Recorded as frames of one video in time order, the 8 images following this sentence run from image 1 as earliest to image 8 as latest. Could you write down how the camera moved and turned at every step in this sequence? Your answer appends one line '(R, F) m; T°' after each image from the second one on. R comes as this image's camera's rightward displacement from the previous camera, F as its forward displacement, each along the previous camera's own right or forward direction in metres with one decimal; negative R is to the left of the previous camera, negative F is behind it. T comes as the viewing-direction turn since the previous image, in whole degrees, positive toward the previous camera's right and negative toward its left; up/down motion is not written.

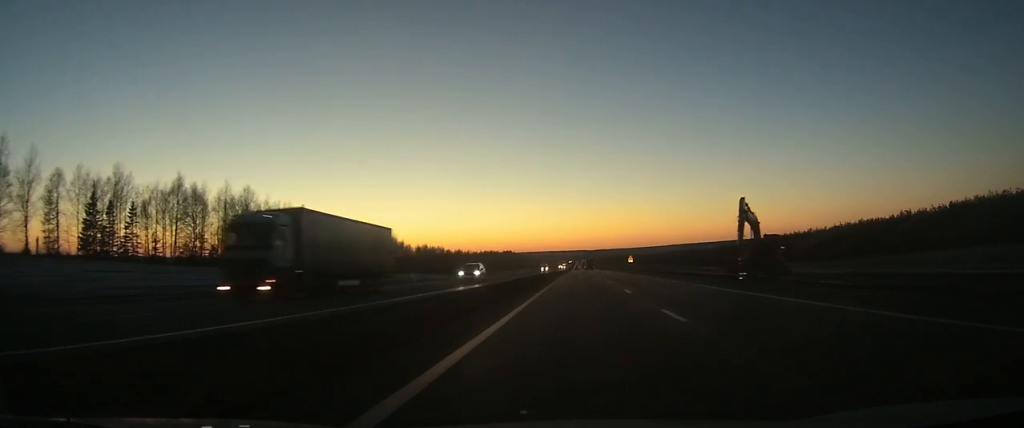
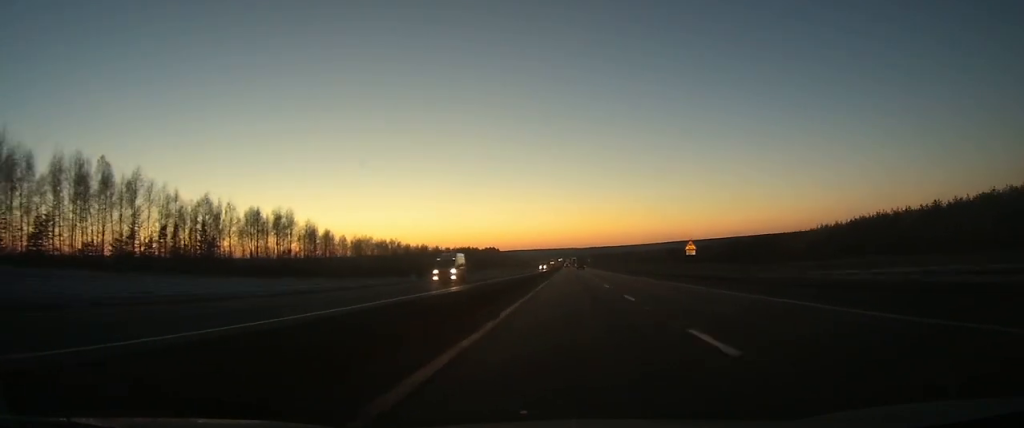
(+0.9, +75.9) m; +1°
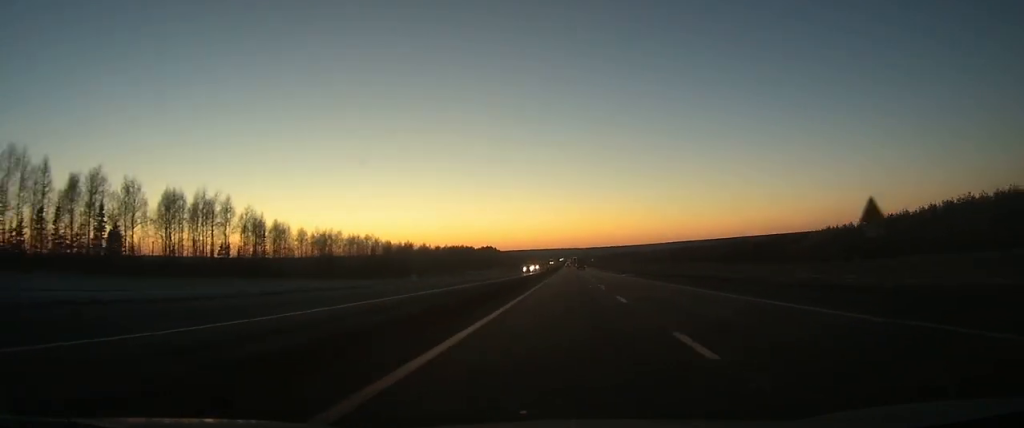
(+0.2, +35.5) m; 0°
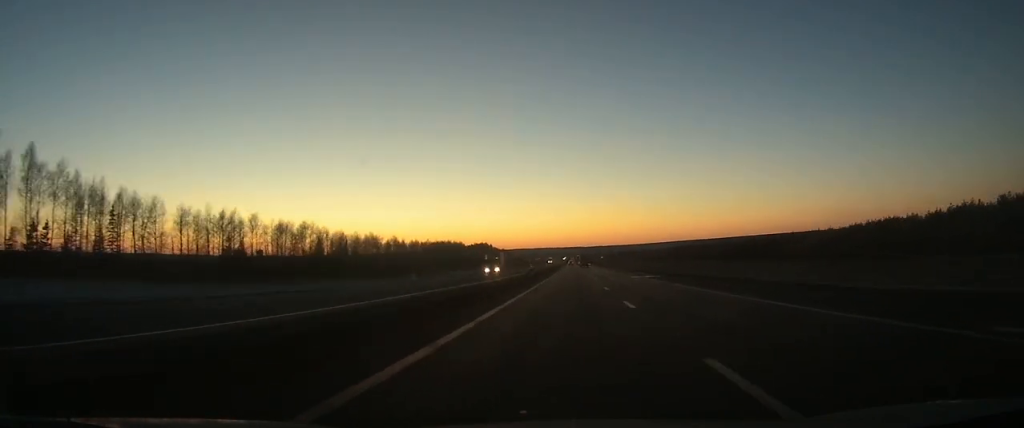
(-0.5, +62.1) m; -1°
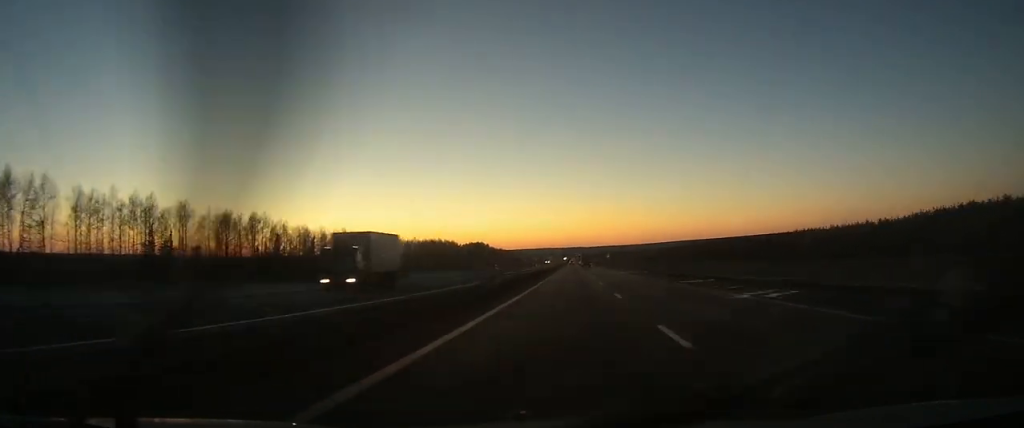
(-0.1, +31.5) m; 0°
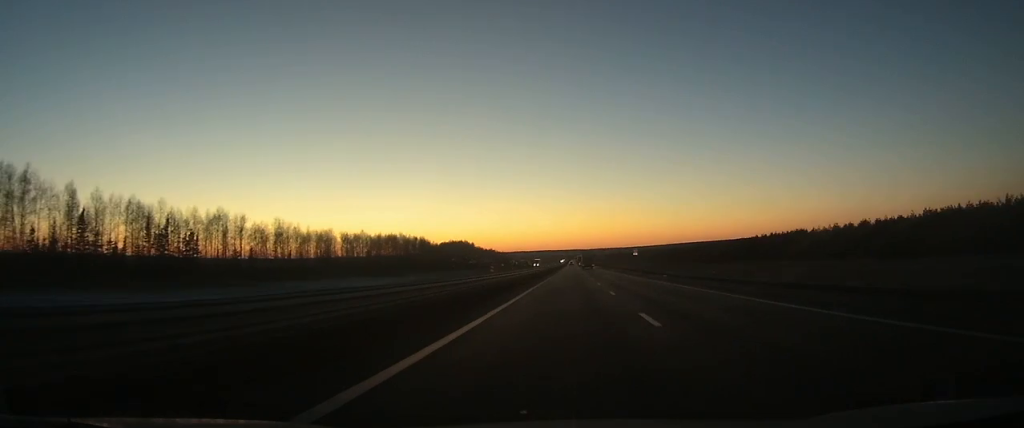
(-0.3, +79.4) m; 0°
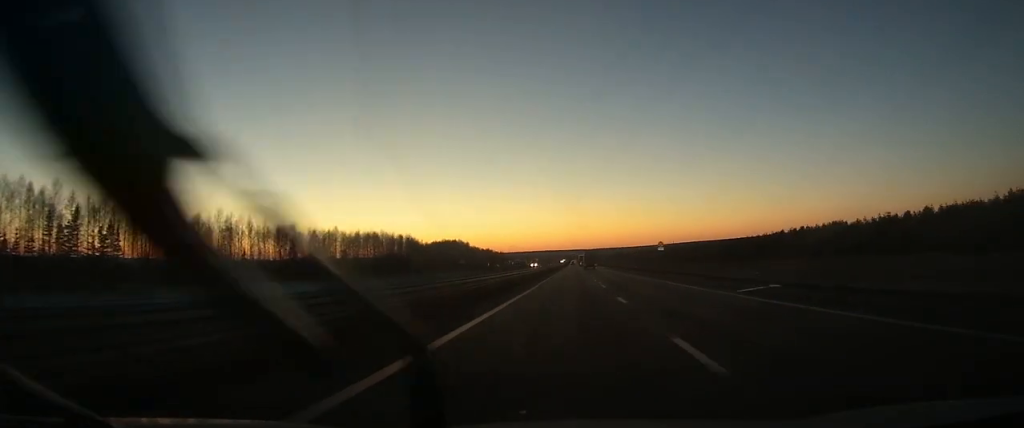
(0.0, +28.0) m; 0°
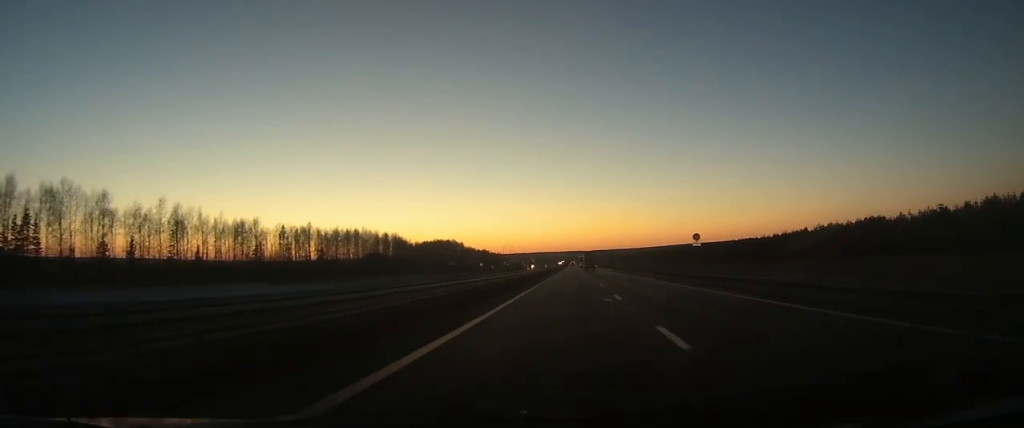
(0.0, +20.4) m; 0°
